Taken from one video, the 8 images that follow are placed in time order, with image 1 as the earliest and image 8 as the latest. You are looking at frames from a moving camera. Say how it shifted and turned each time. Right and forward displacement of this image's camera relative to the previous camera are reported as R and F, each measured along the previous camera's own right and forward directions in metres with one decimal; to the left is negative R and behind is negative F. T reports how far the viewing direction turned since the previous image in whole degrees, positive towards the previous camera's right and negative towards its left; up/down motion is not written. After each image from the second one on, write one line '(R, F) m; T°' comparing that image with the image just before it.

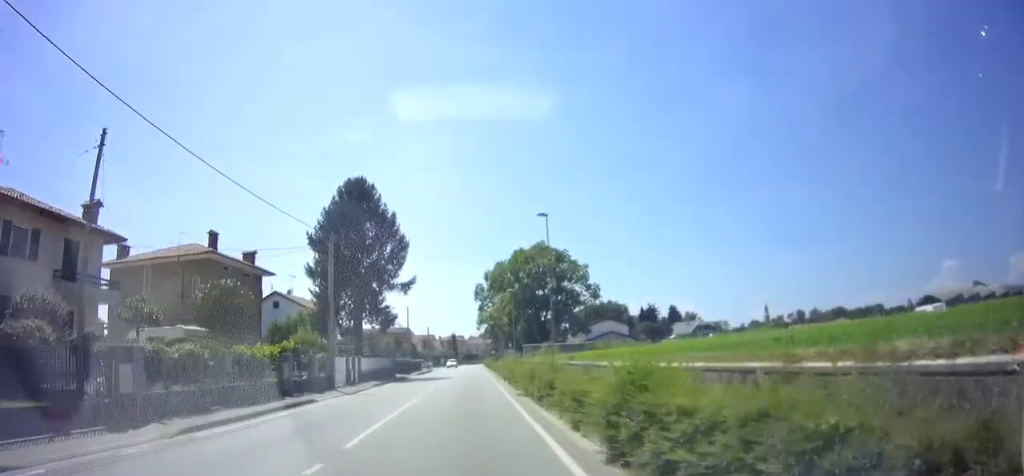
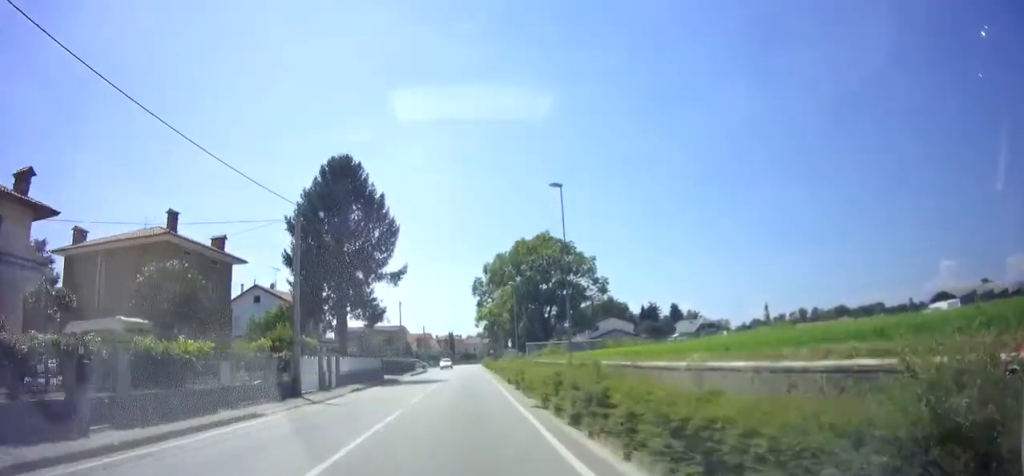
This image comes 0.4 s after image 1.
(-0.2, +5.7) m; 0°
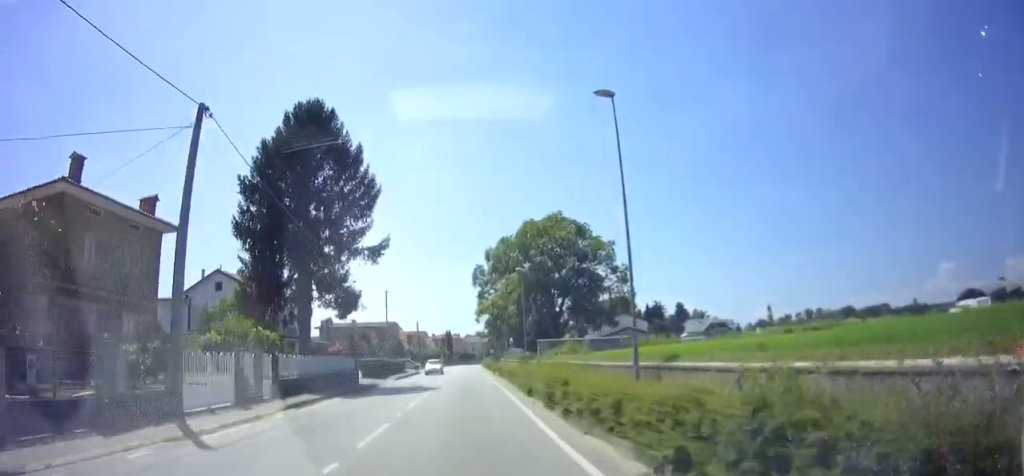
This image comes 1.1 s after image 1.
(+0.1, +9.3) m; +1°
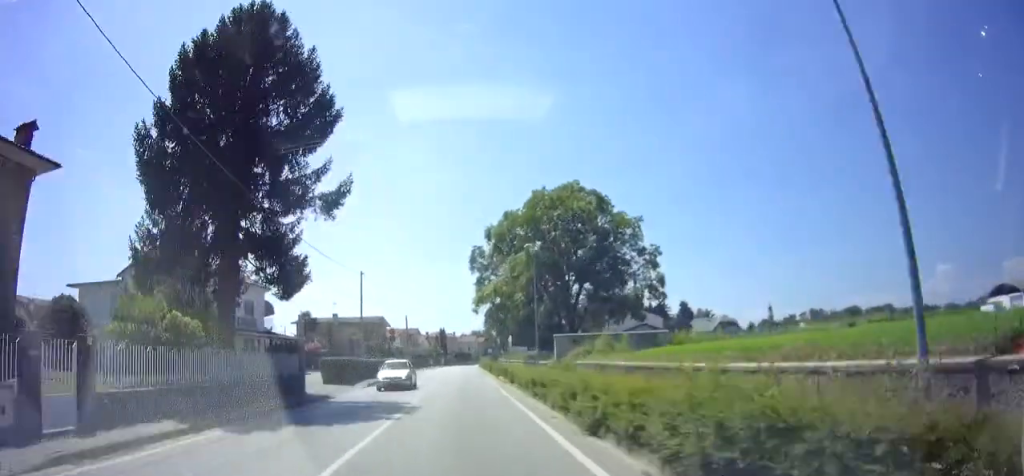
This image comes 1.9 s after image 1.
(+0.2, +10.2) m; +1°
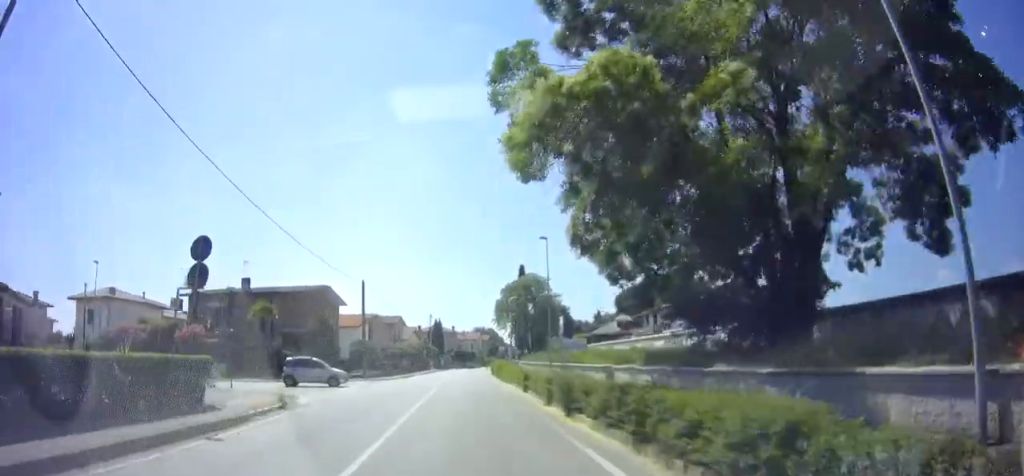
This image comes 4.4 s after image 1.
(-0.5, +33.7) m; 0°
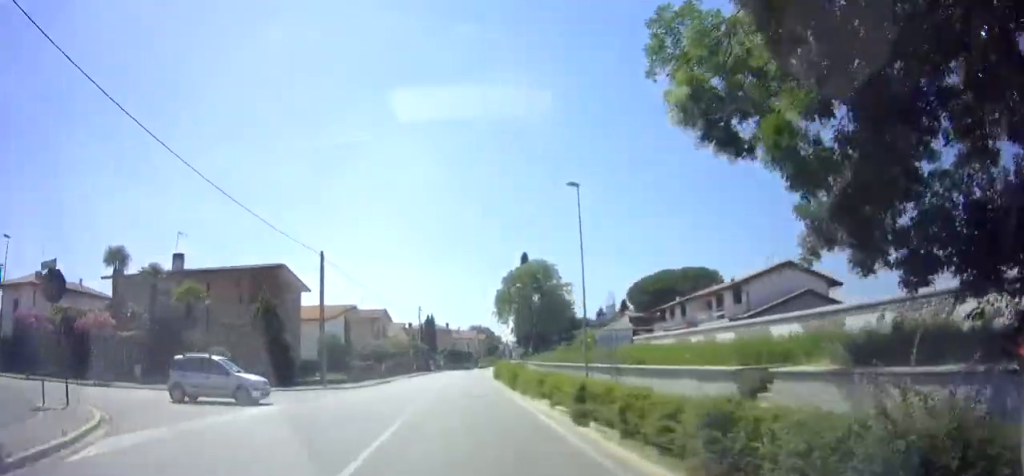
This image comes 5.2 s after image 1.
(+0.1, +10.9) m; +1°
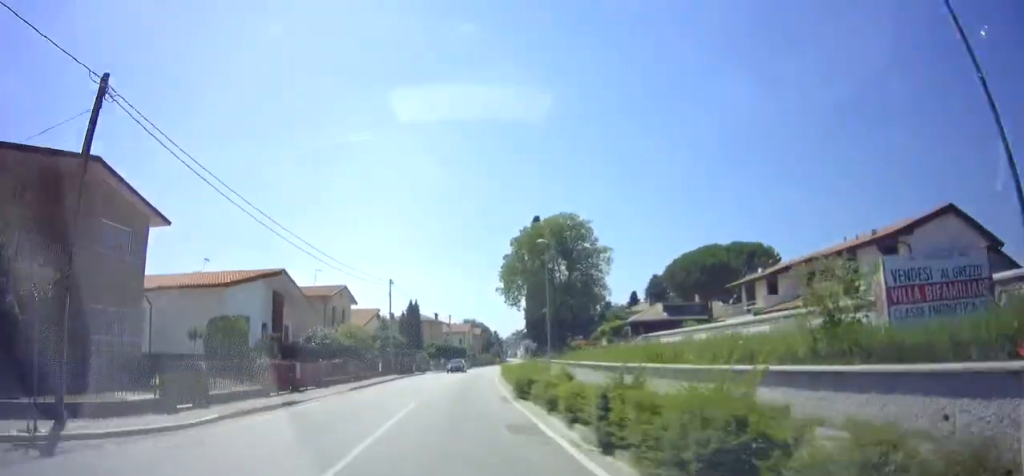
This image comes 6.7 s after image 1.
(0.0, +20.1) m; 0°
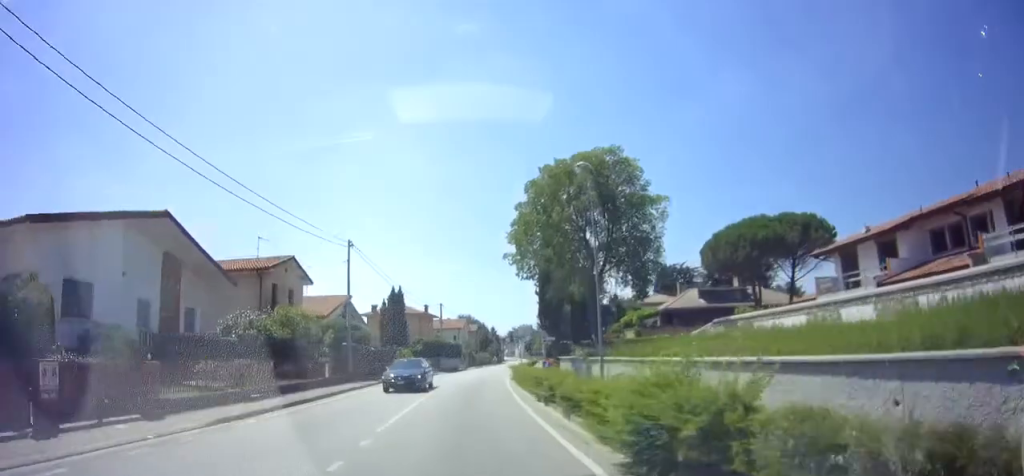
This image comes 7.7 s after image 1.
(-0.1, +14.5) m; 0°
